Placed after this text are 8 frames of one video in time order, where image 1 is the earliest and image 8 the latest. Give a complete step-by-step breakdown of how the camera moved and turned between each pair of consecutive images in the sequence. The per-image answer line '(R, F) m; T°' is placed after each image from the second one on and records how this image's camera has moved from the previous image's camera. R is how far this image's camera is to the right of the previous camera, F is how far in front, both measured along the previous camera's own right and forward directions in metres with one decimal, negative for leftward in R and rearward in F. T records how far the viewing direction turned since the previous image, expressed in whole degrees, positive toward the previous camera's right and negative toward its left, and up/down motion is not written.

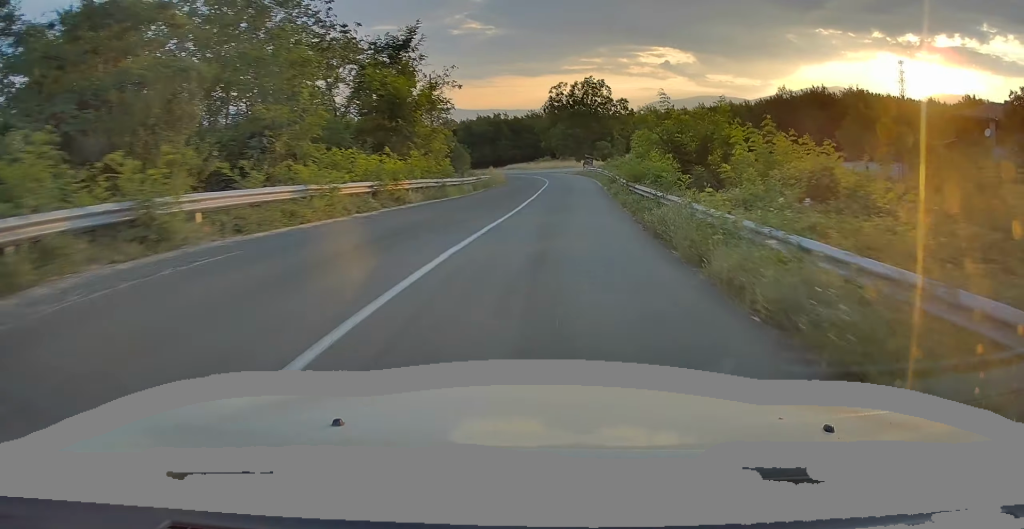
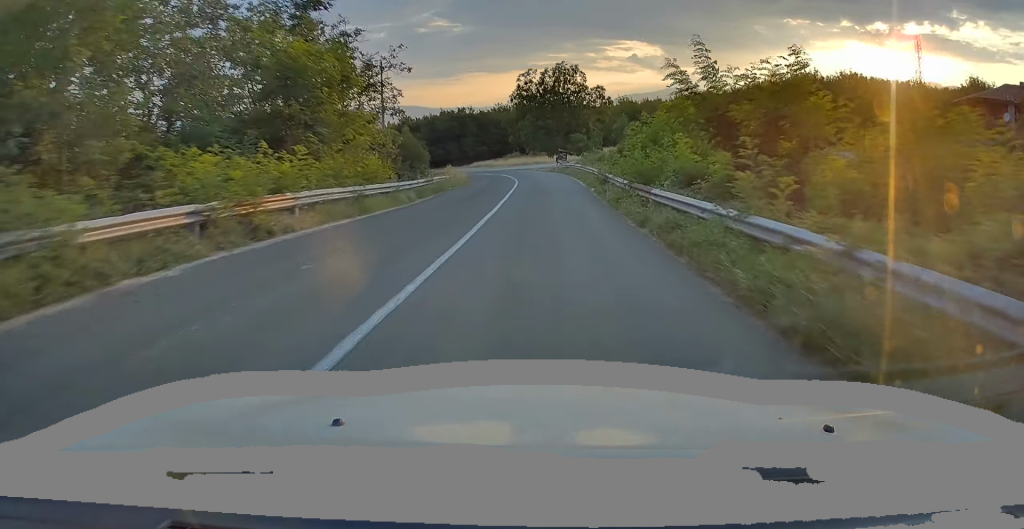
(+0.4, +7.8) m; +6°
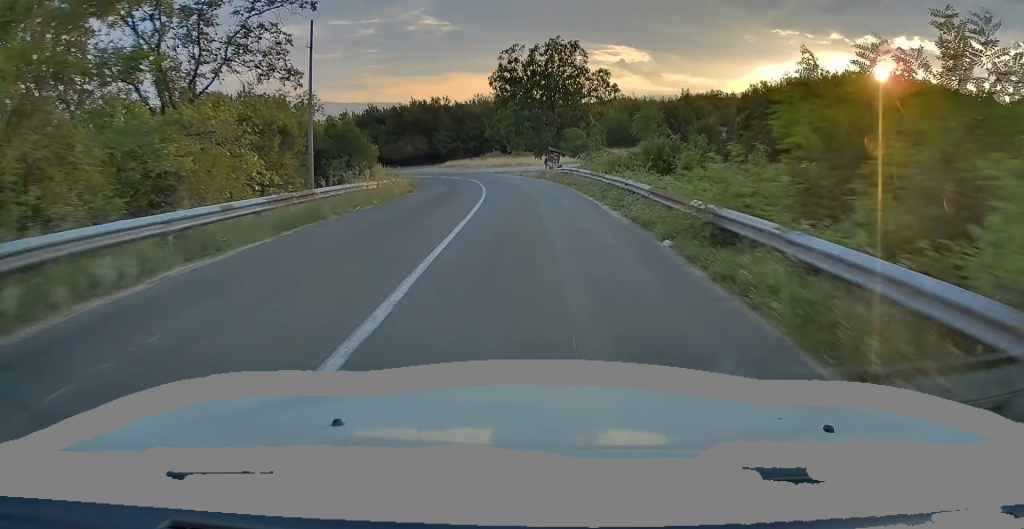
(+1.3, +15.9) m; +5°
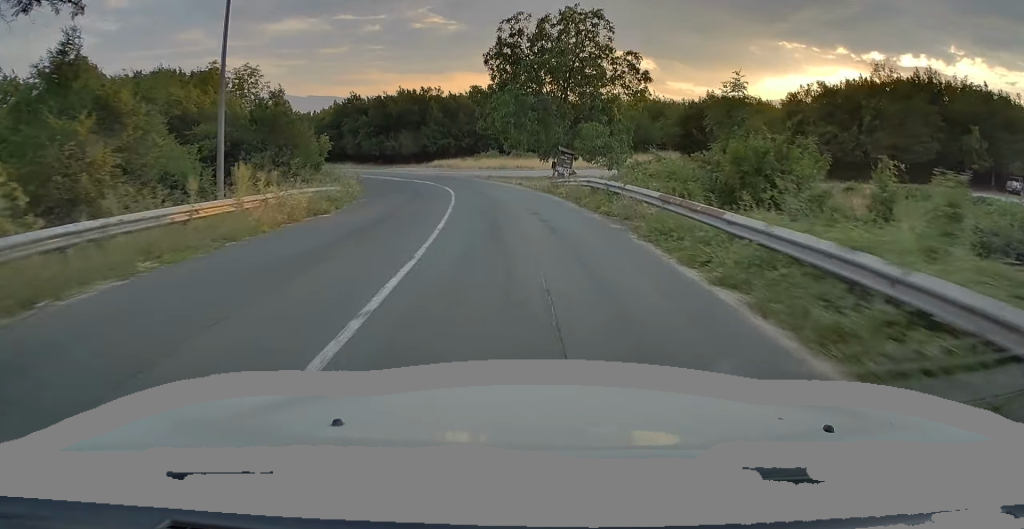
(0.0, +13.1) m; -1°
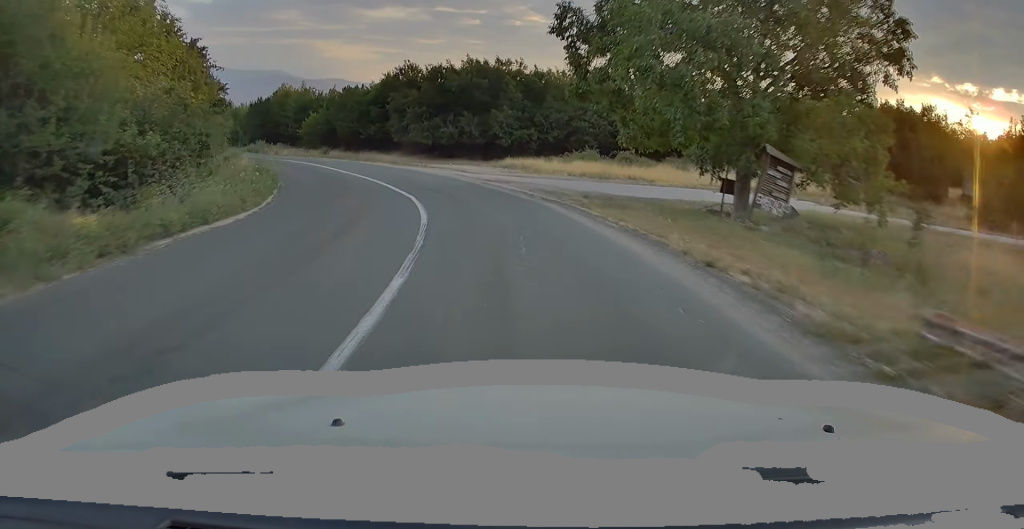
(-1.3, +23.1) m; -10°
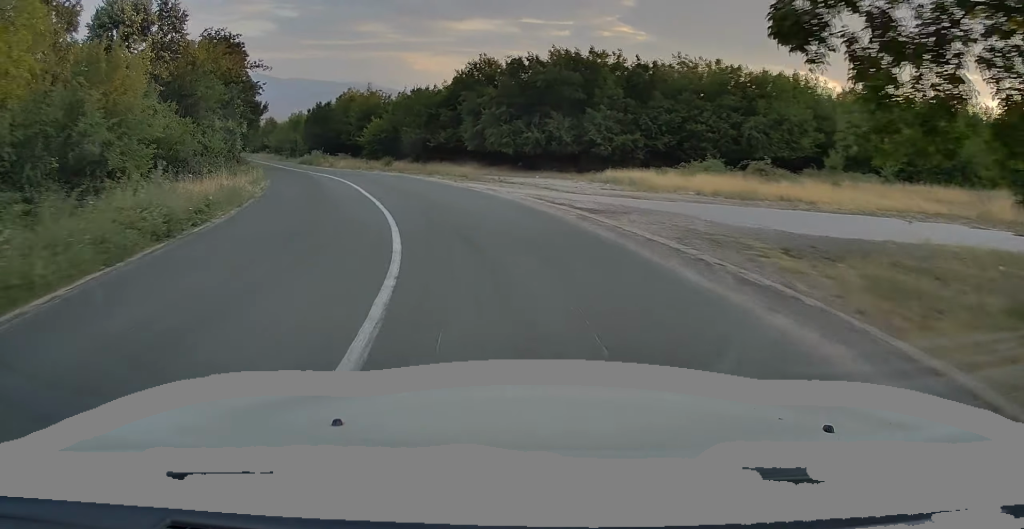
(-0.8, +11.2) m; -7°
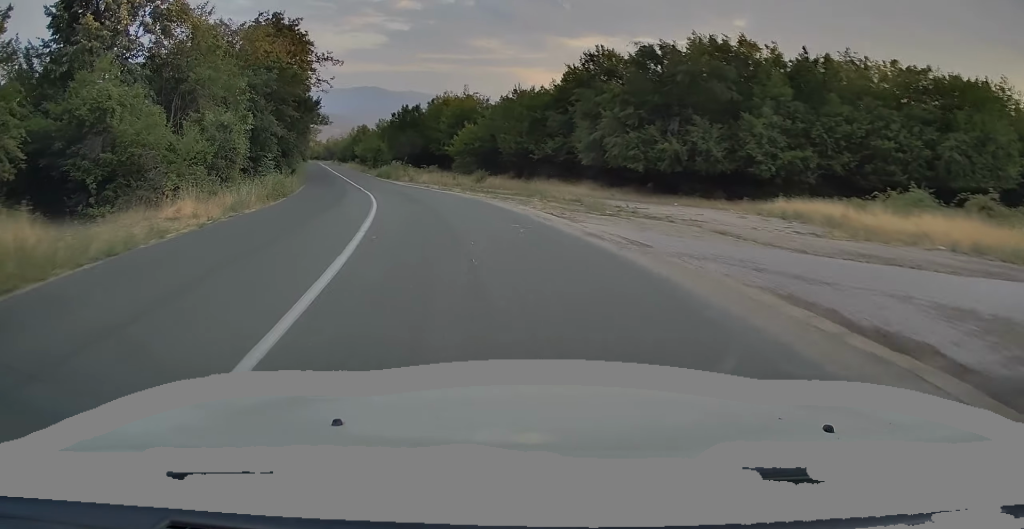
(-0.9, +12.1) m; -10°
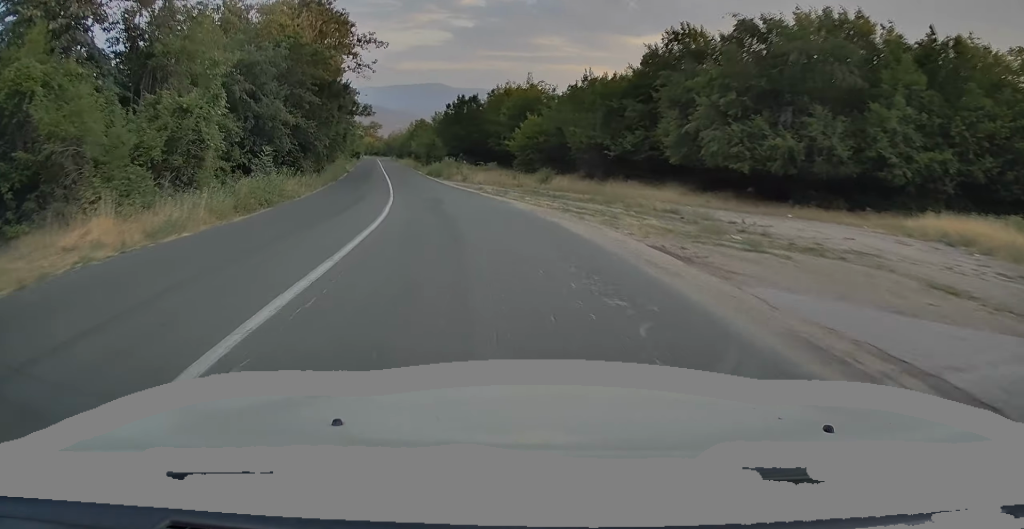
(-0.2, +7.2) m; -6°
